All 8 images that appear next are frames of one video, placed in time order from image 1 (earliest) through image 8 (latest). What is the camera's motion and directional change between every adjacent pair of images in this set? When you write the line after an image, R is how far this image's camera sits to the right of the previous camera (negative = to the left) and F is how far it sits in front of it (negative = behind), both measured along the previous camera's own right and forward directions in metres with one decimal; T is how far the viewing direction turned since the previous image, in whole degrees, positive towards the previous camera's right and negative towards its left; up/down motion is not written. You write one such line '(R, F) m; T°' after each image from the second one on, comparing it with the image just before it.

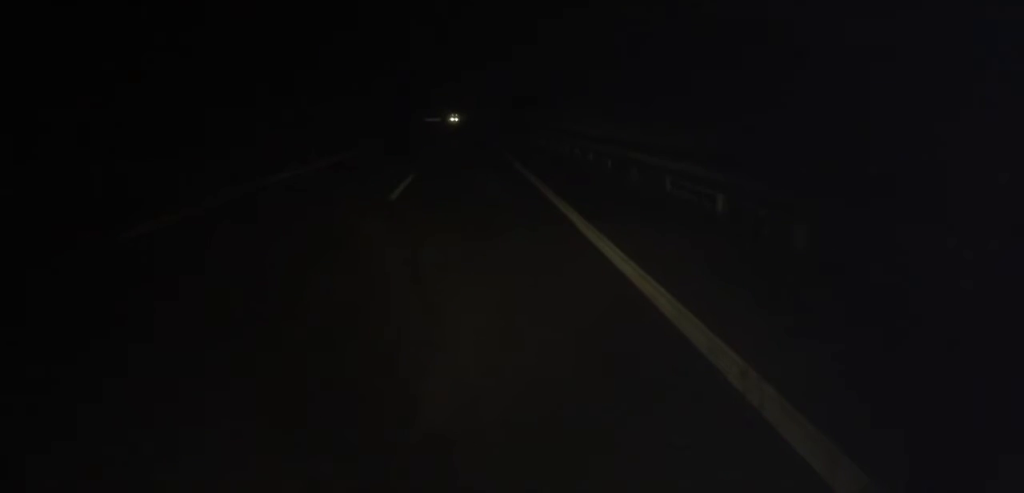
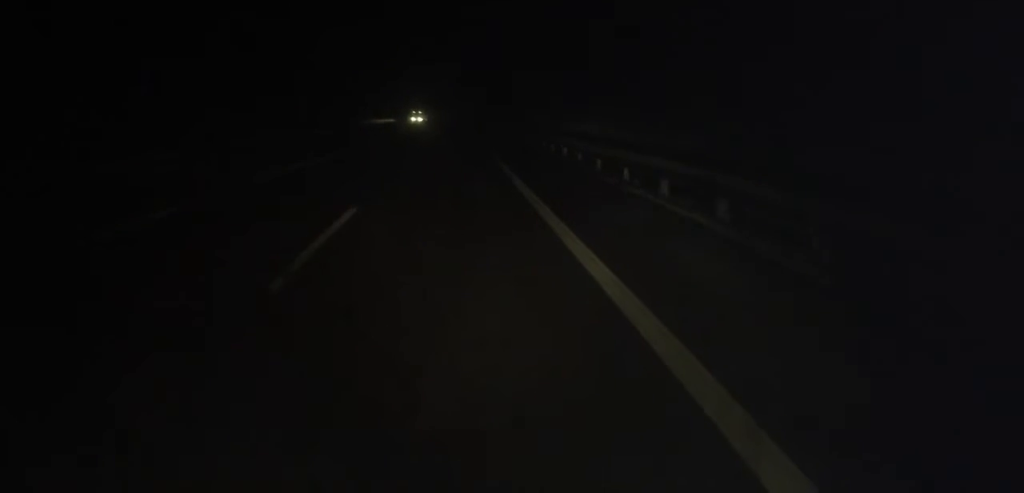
(+0.5, +52.7) m; +2°
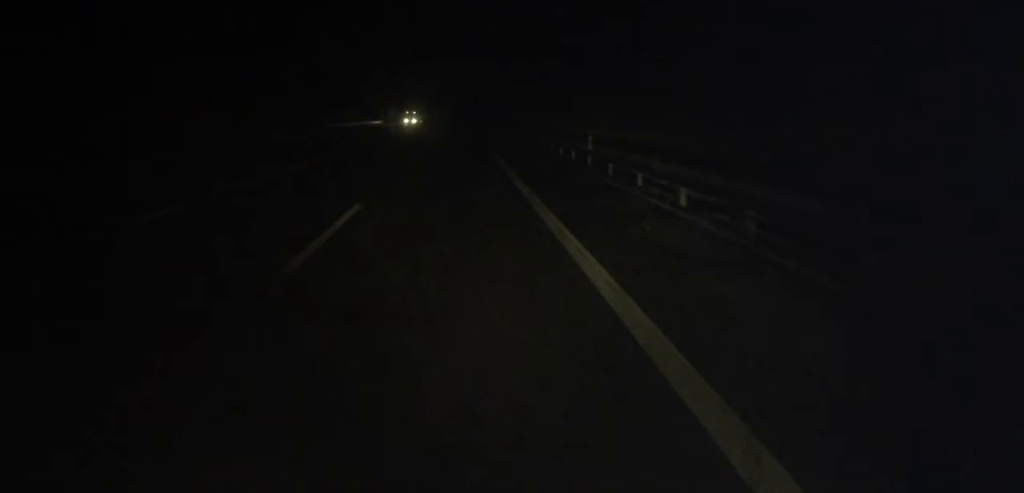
(+0.1, +14.5) m; +1°
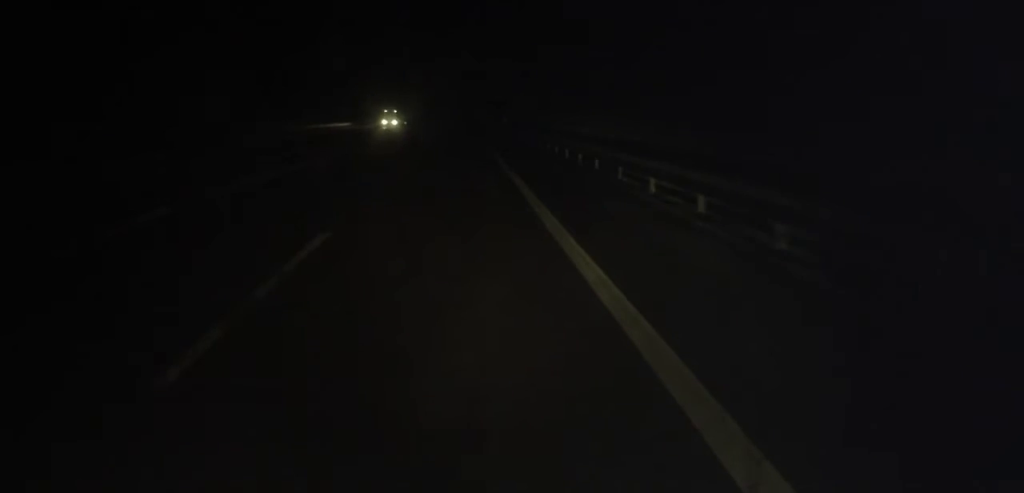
(+0.1, +20.7) m; 0°
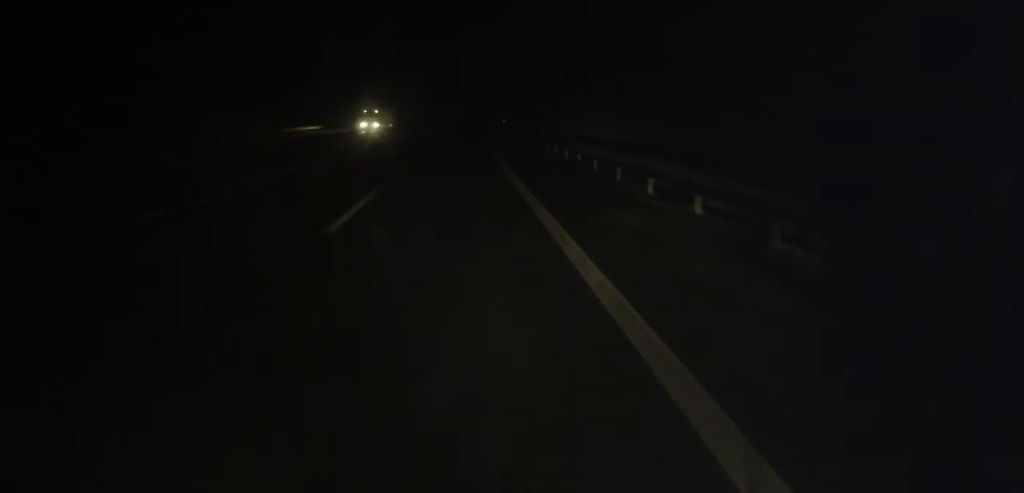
(-0.1, +10.9) m; 0°
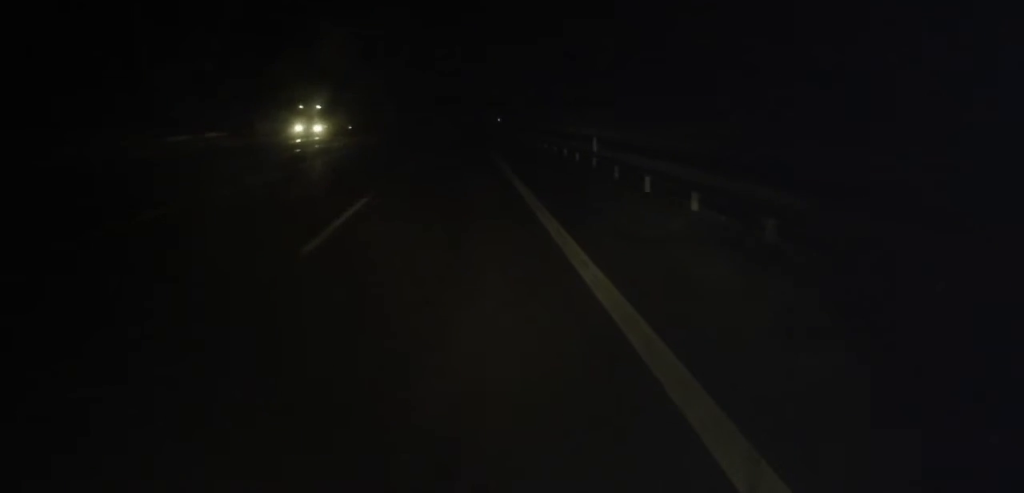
(-0.1, +18.5) m; 0°
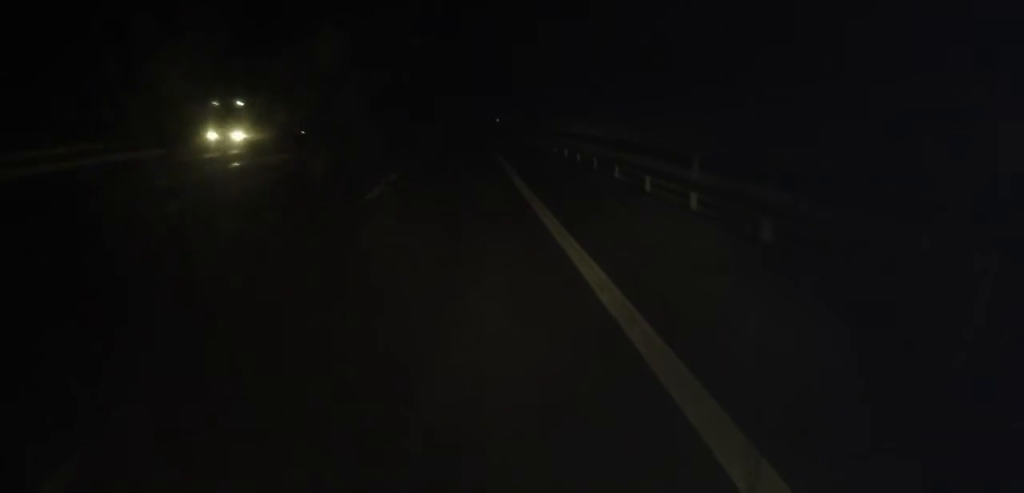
(+0.1, +11.4) m; 0°
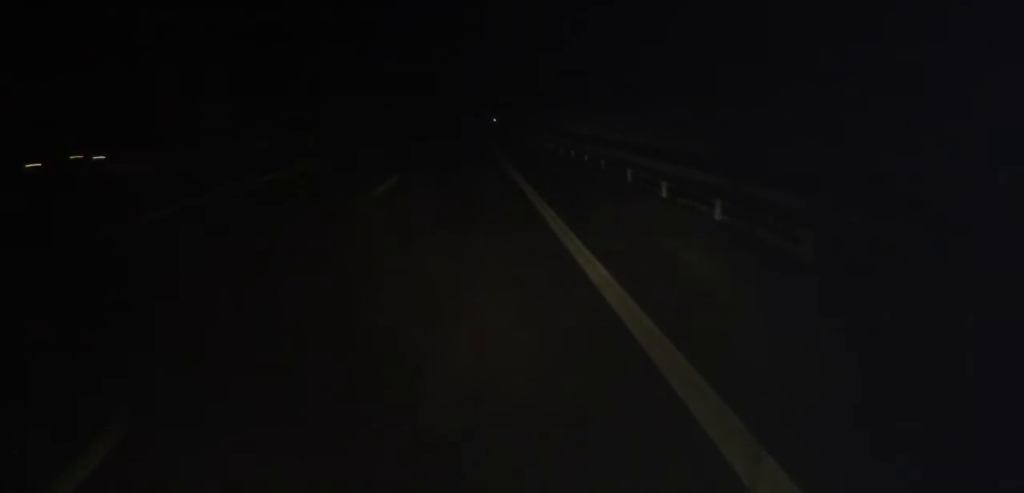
(-0.1, +16.9) m; 0°
